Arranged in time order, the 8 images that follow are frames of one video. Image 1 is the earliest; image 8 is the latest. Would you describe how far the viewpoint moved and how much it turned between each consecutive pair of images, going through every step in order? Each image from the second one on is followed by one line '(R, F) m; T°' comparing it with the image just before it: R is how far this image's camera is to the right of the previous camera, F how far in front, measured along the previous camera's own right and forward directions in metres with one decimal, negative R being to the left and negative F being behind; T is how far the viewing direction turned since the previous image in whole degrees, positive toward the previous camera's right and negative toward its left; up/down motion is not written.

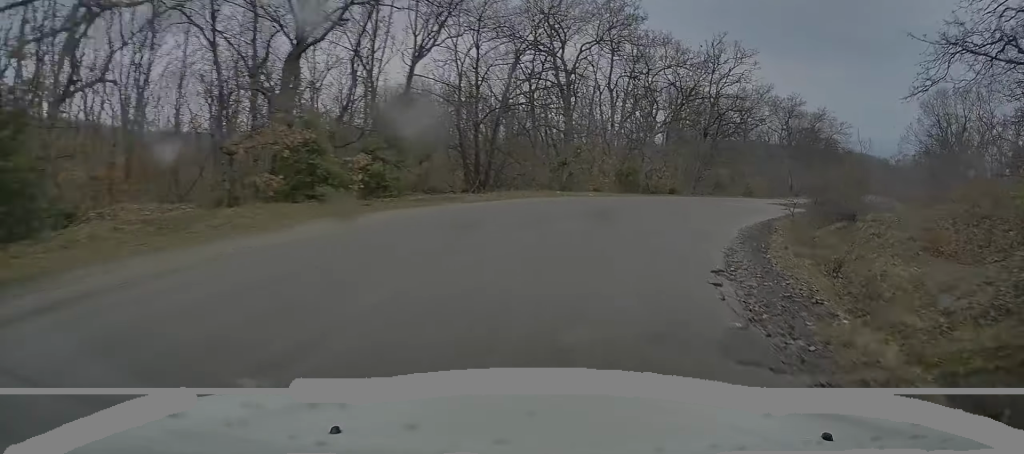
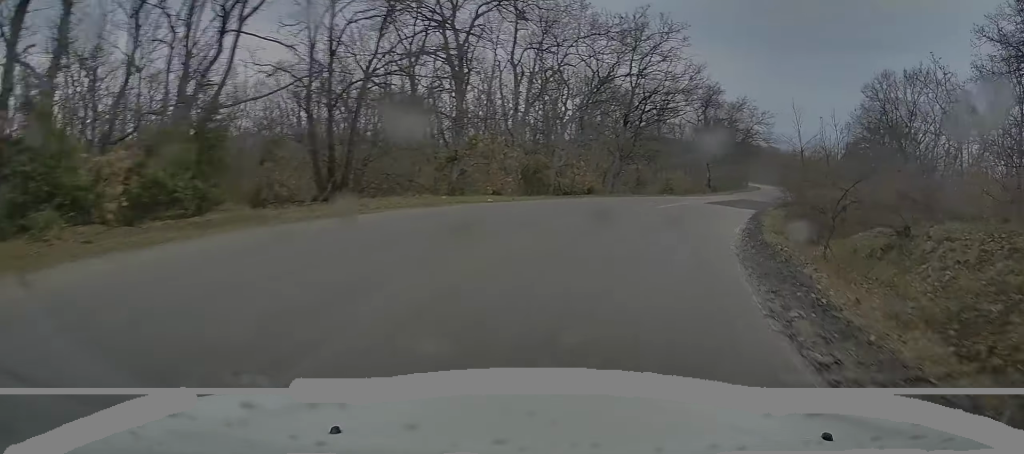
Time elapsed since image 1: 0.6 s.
(+0.1, +6.7) m; +7°
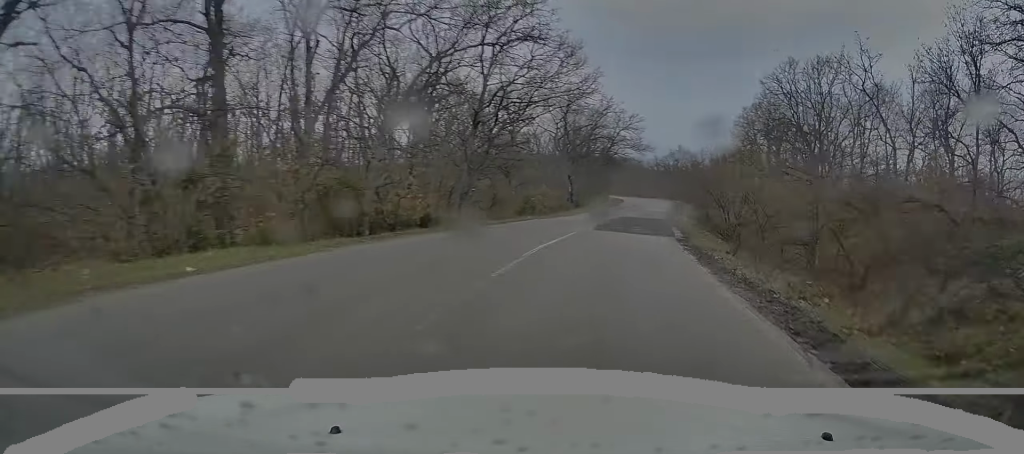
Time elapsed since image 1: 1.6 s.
(+0.9, +9.8) m; +9°
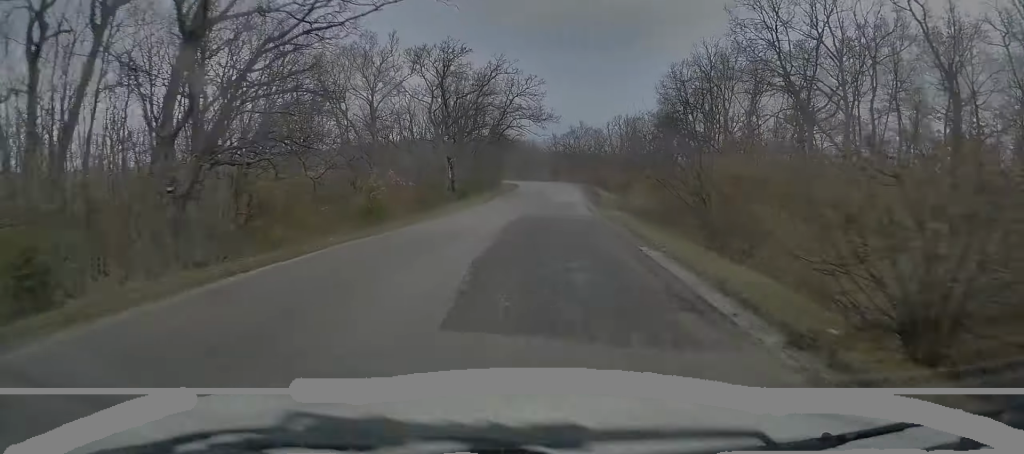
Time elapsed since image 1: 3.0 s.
(+1.5, +15.5) m; +8°
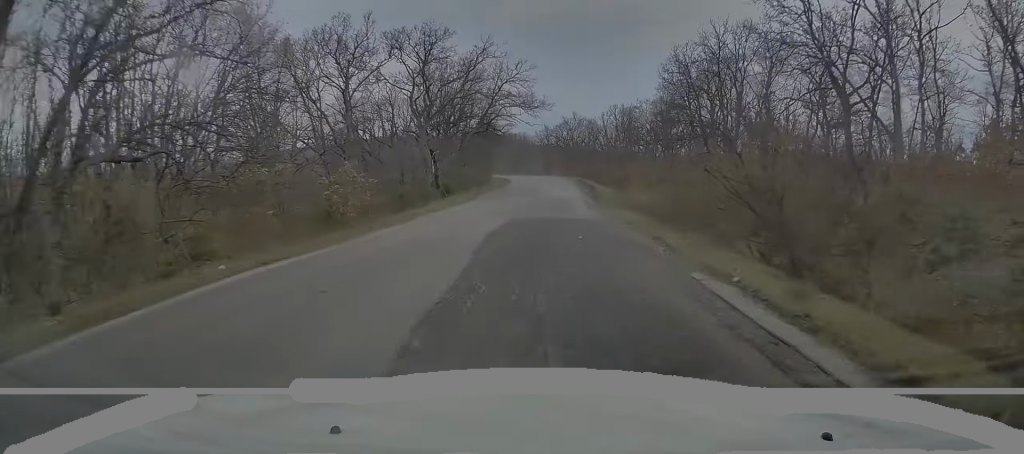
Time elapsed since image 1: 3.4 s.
(+0.1, +4.8) m; +2°
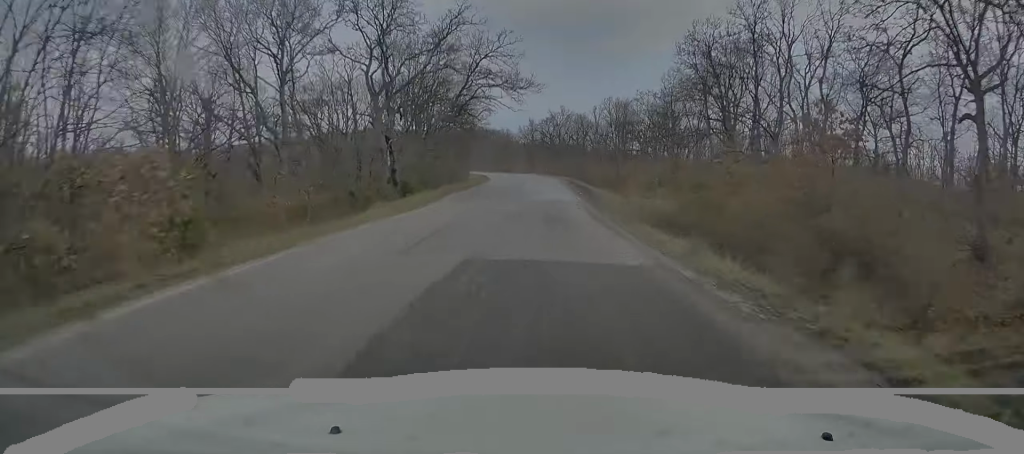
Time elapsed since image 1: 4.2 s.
(+0.2, +9.4) m; +2°
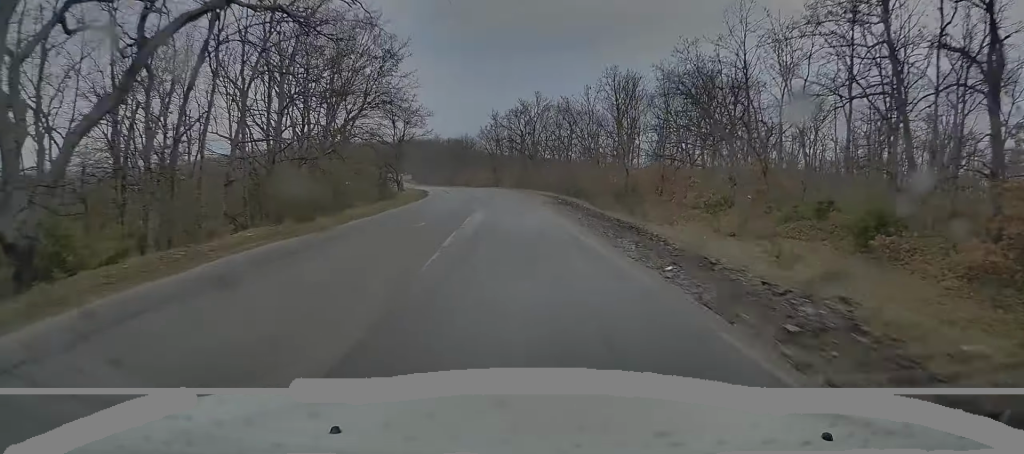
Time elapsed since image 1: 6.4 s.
(+0.6, +28.3) m; +2°
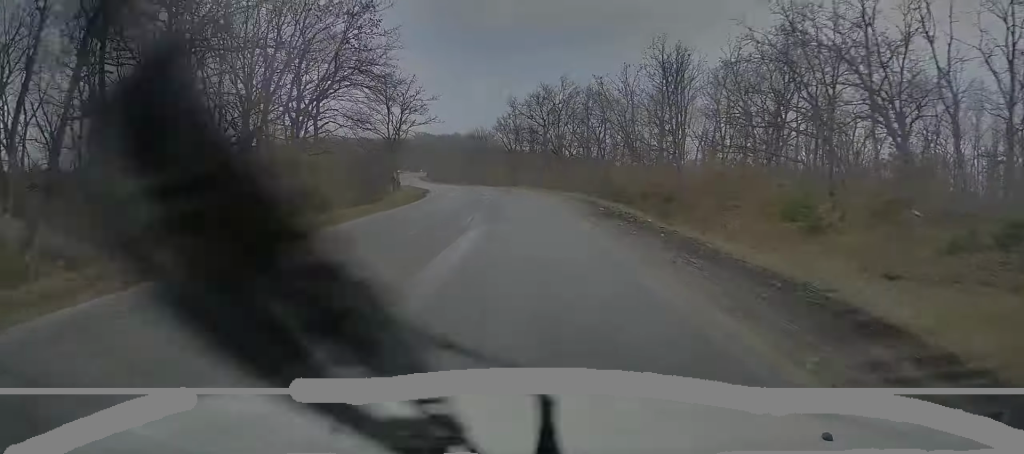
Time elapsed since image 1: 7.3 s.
(0.0, +11.4) m; 0°
